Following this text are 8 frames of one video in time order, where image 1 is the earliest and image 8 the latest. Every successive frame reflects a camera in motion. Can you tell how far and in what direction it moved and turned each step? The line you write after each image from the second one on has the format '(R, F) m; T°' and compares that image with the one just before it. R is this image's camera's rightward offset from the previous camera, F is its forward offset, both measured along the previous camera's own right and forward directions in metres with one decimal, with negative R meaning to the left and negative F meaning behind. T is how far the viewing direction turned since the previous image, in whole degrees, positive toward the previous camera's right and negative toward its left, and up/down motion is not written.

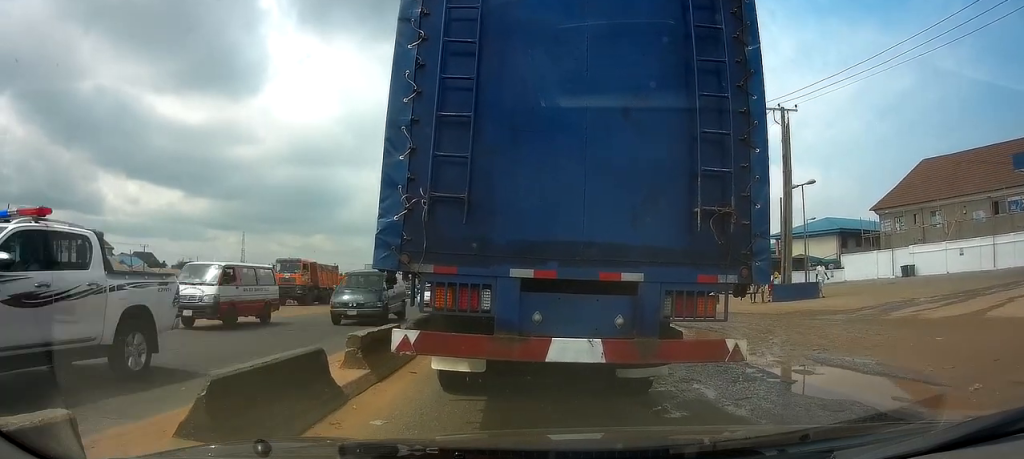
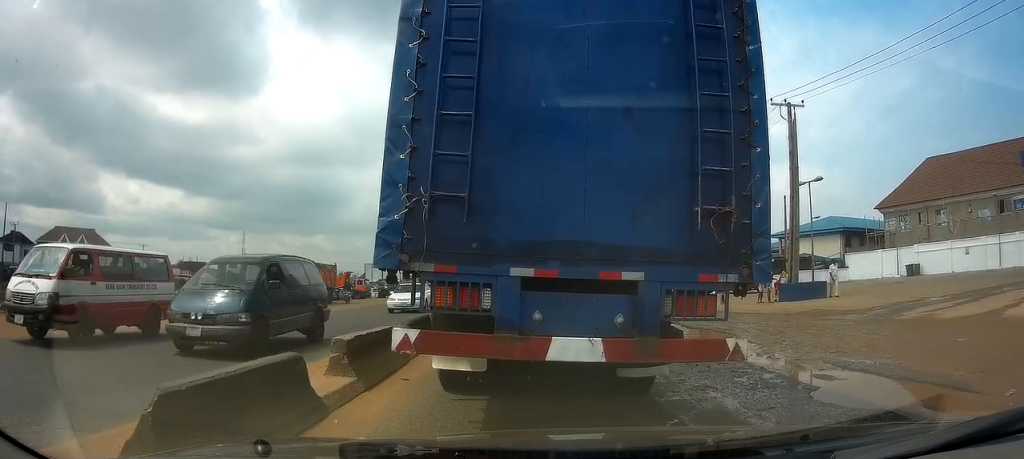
(-0.1, +0.6) m; 0°
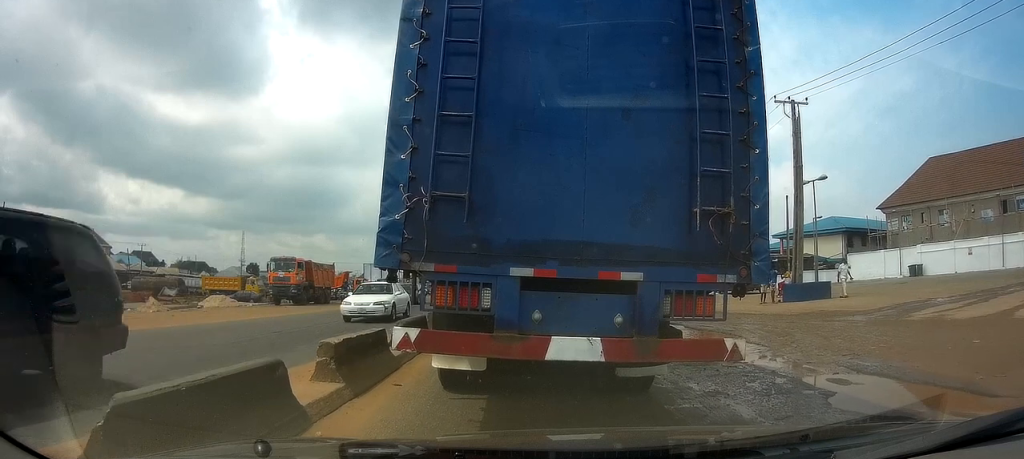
(0.0, +0.5) m; 0°
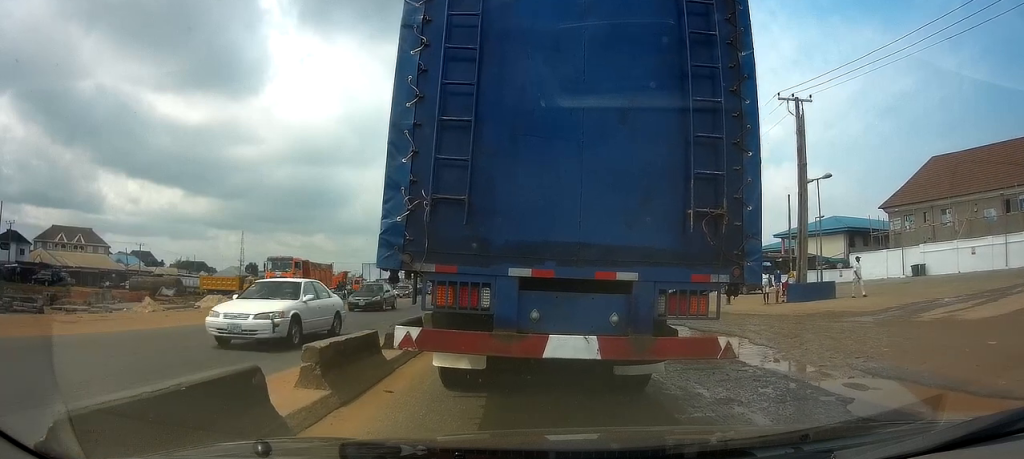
(0.0, +0.5) m; 0°
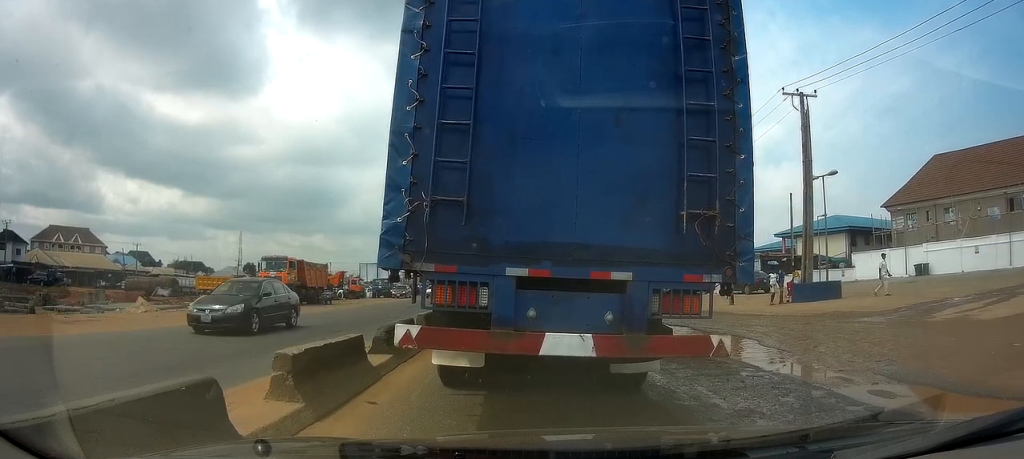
(+0.2, +0.6) m; 0°
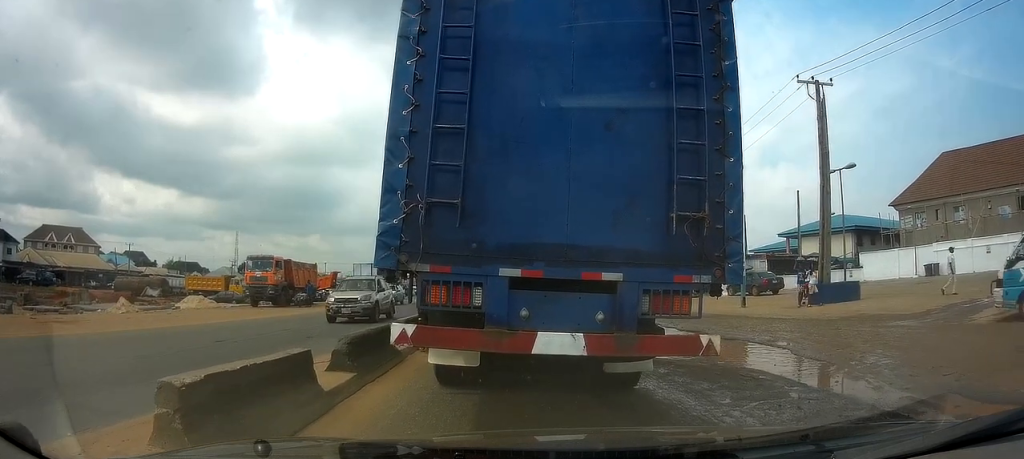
(+0.2, +1.9) m; 0°
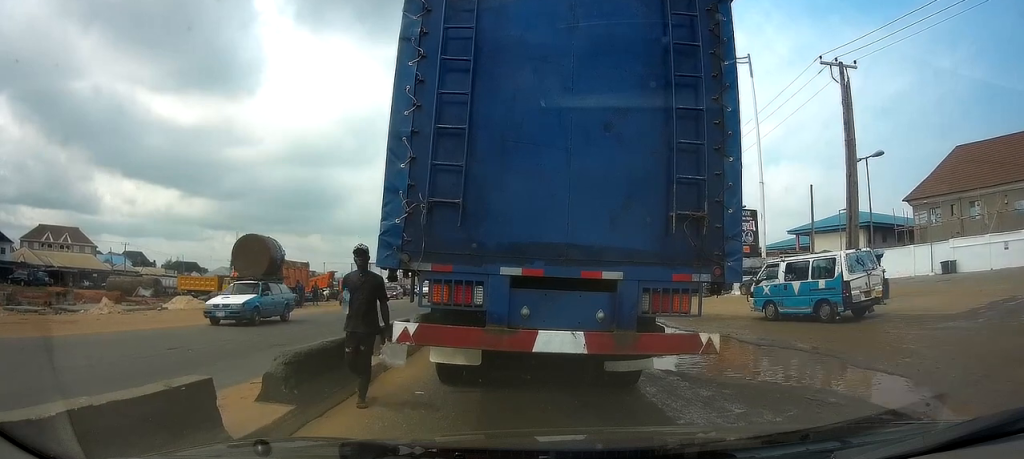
(+0.4, +2.0) m; 0°
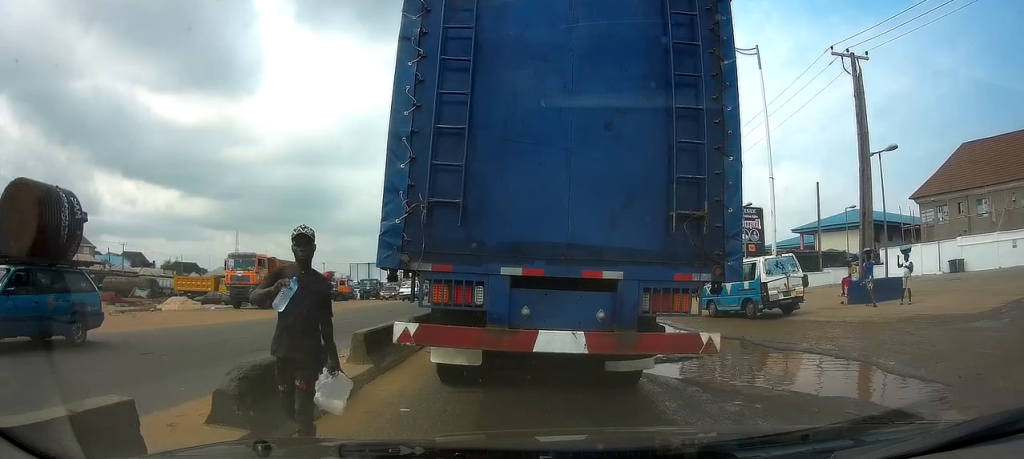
(0.0, +0.9) m; 0°
